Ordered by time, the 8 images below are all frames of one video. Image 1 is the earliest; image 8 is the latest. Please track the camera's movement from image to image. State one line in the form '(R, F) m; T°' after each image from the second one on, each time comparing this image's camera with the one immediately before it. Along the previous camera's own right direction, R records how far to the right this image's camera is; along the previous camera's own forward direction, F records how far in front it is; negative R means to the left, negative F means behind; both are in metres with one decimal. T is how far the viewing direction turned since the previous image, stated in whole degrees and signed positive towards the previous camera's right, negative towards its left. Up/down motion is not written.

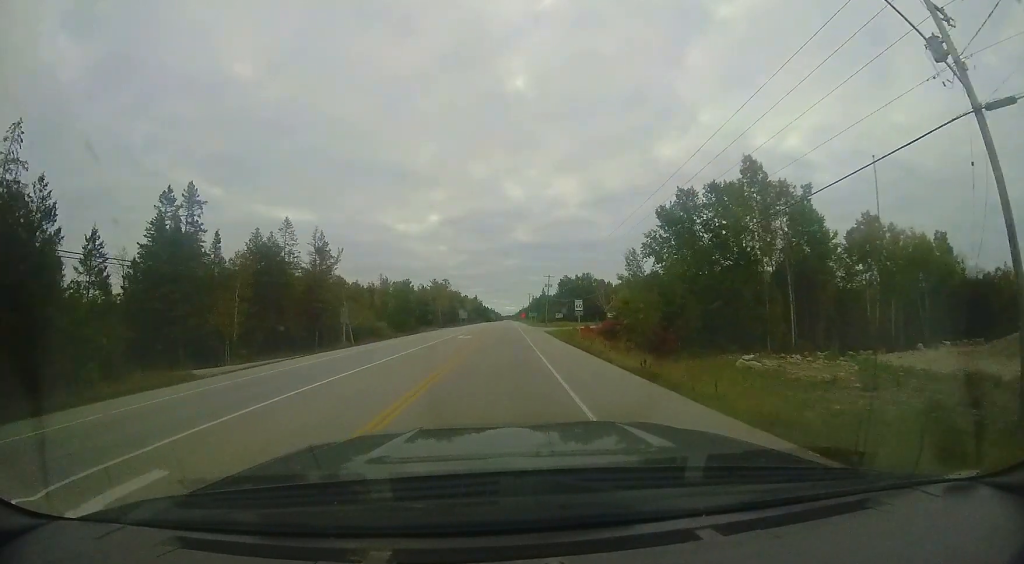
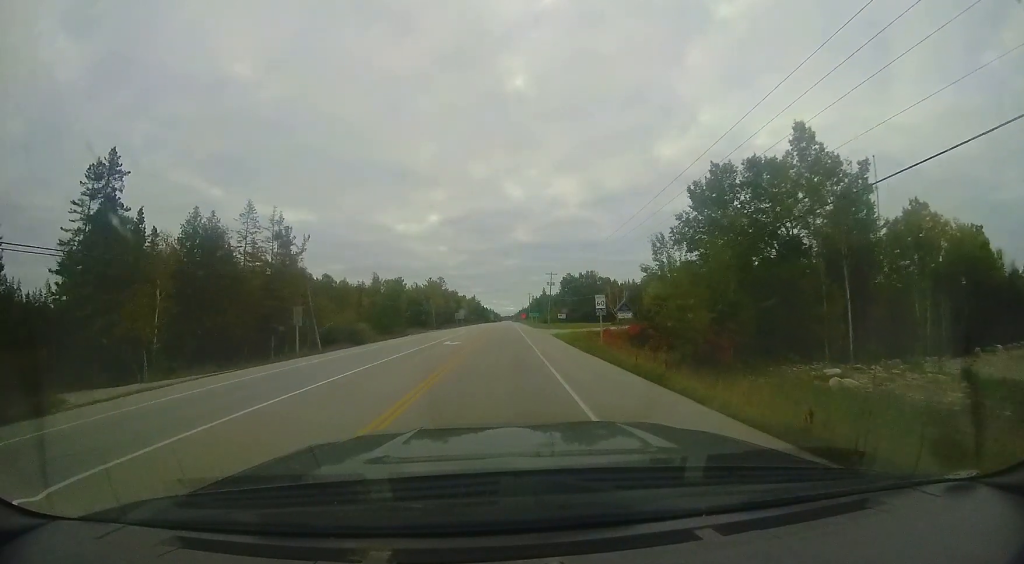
(-0.1, +9.9) m; +1°
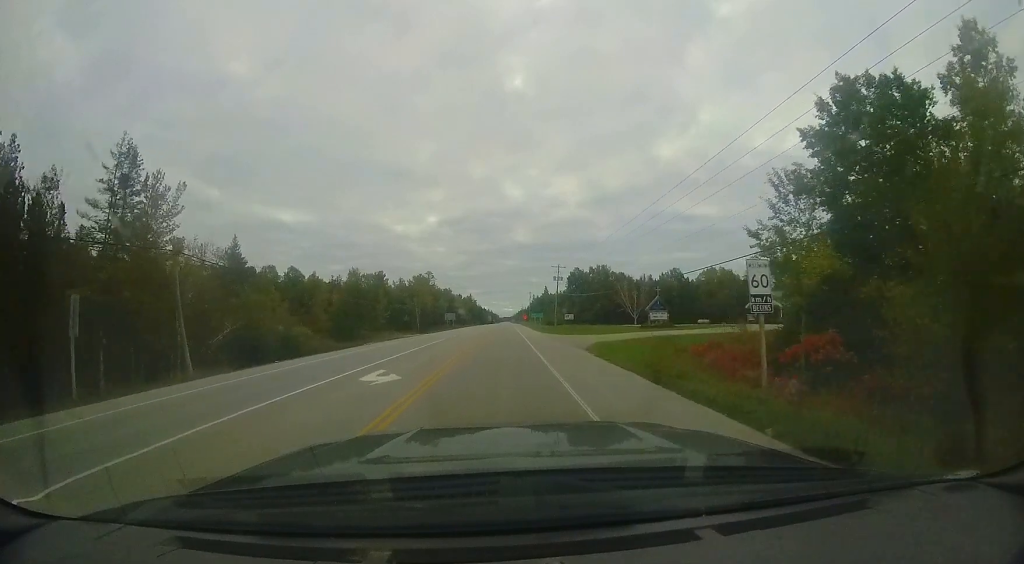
(+0.2, +21.6) m; +3°
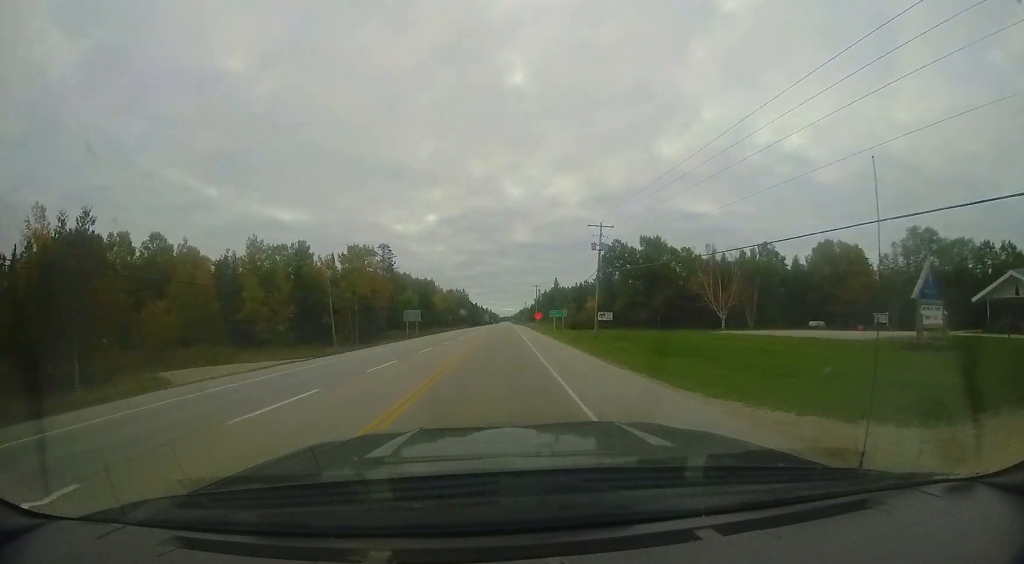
(+2.6, +40.1) m; +4°
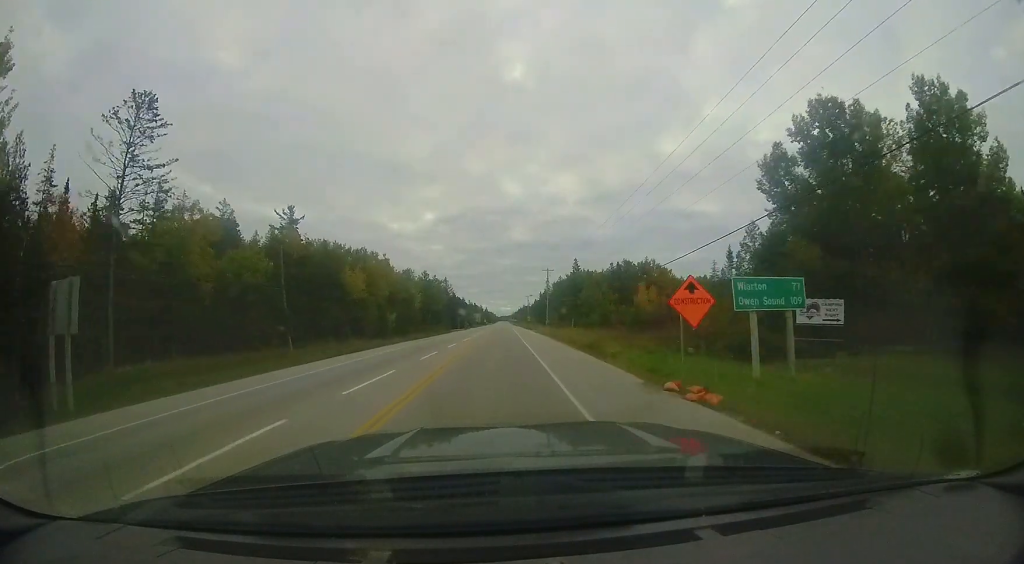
(-0.7, +24.6) m; -5°
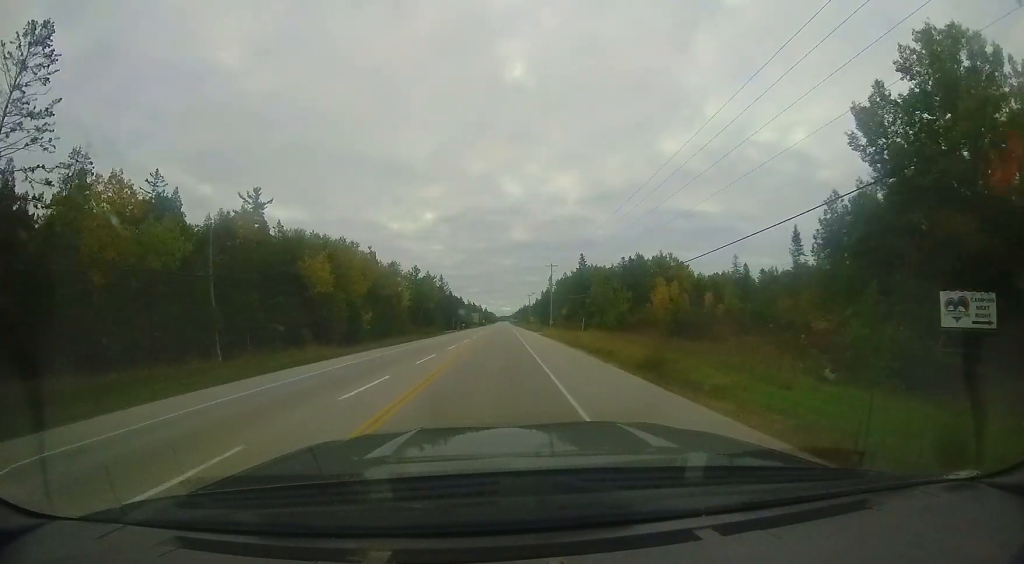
(-0.8, +10.7) m; -2°
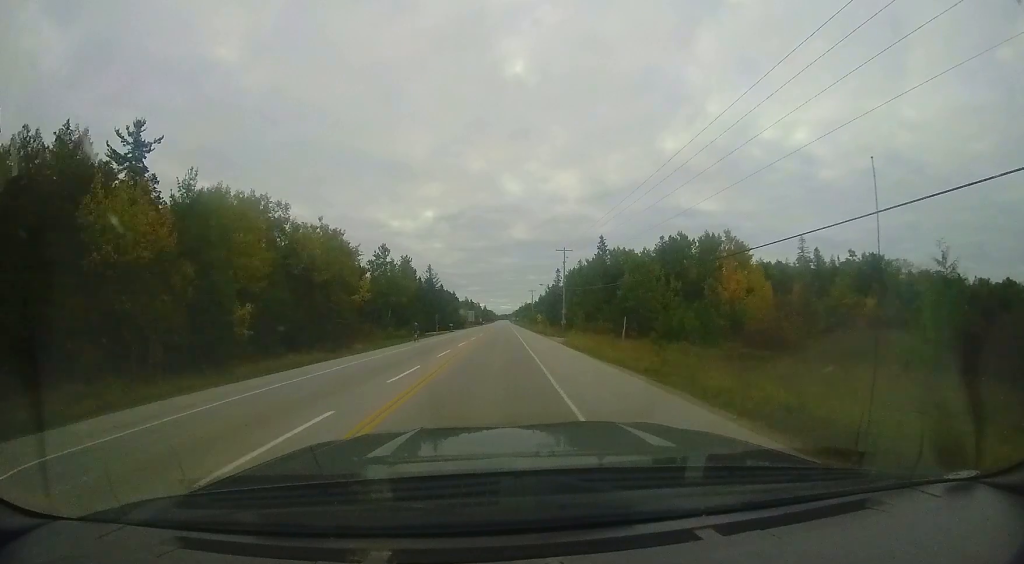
(-0.3, +23.3) m; 0°
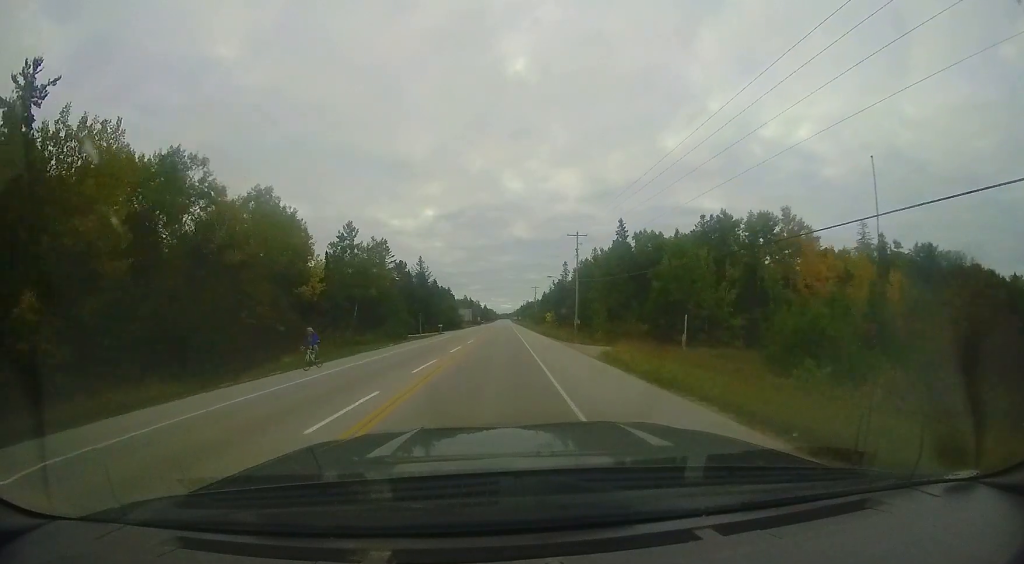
(+0.2, +14.2) m; 0°
